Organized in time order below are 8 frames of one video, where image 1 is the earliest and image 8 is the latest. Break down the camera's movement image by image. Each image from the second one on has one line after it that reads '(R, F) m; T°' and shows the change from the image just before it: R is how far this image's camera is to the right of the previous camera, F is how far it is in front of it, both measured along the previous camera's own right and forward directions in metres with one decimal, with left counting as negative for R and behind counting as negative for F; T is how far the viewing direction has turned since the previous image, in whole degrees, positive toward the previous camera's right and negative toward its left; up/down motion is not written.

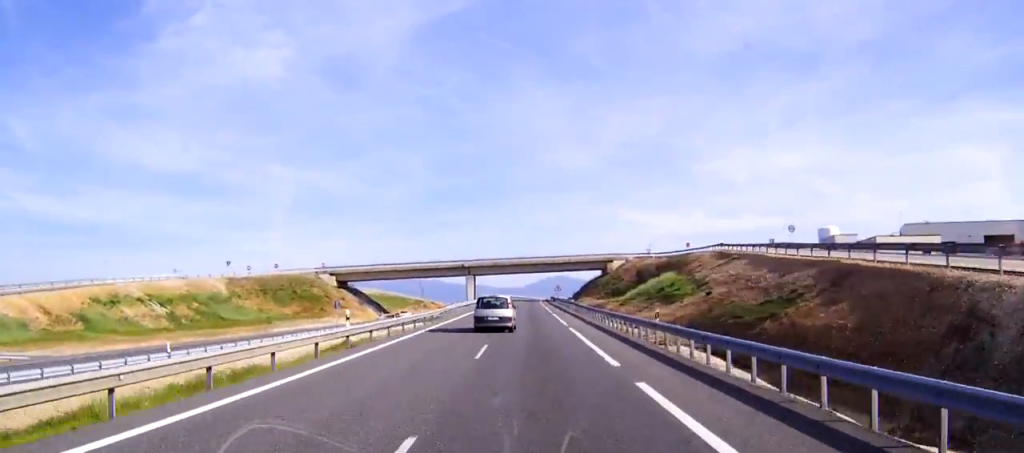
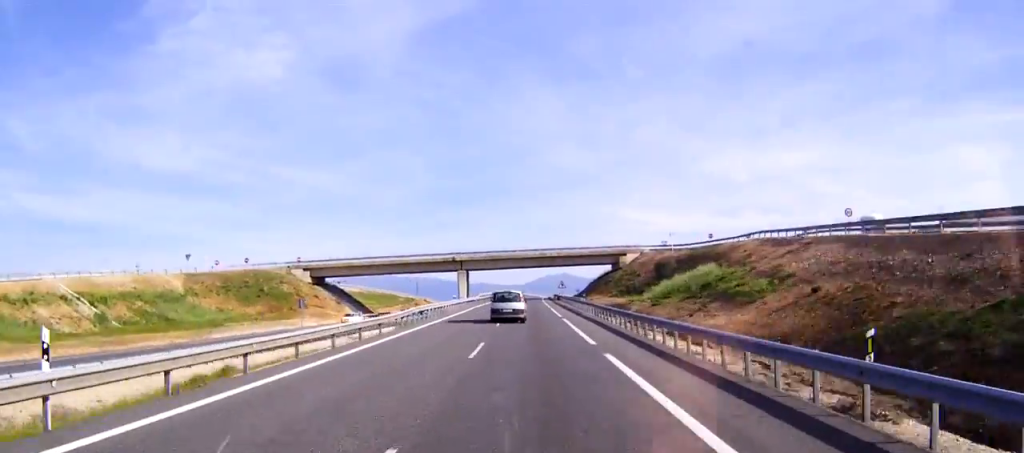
(0.0, +17.9) m; 0°
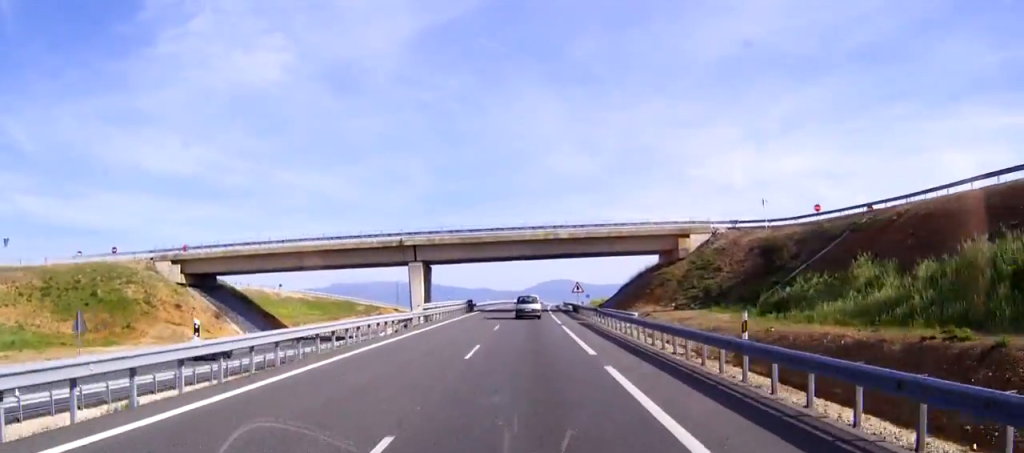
(+0.1, +49.8) m; 0°
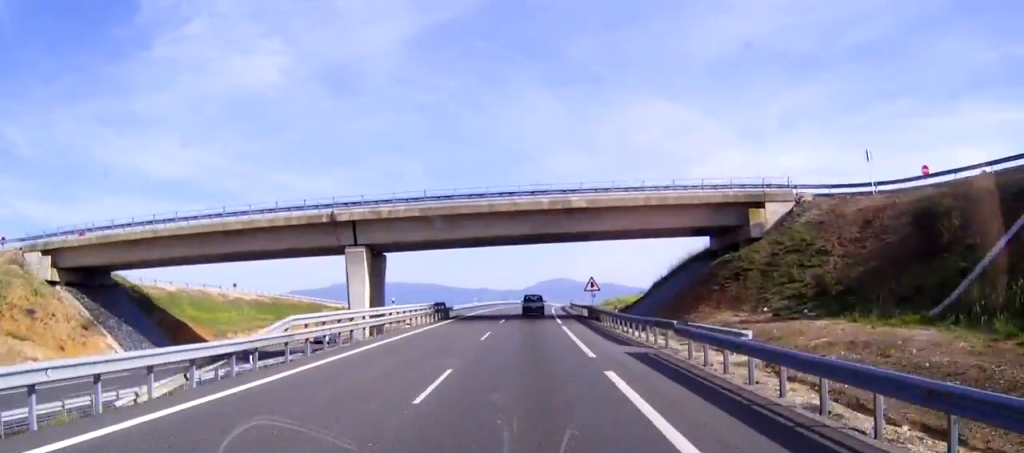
(0.0, +25.2) m; 0°
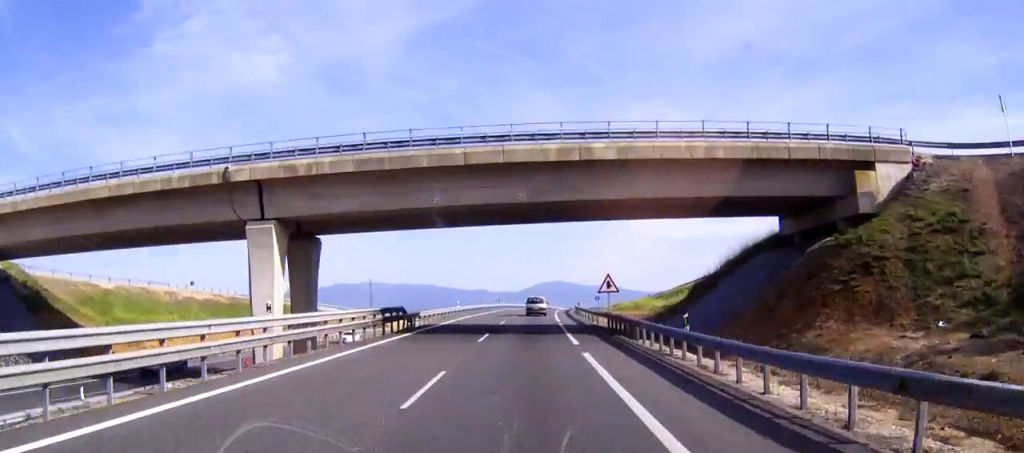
(0.0, +17.6) m; 0°
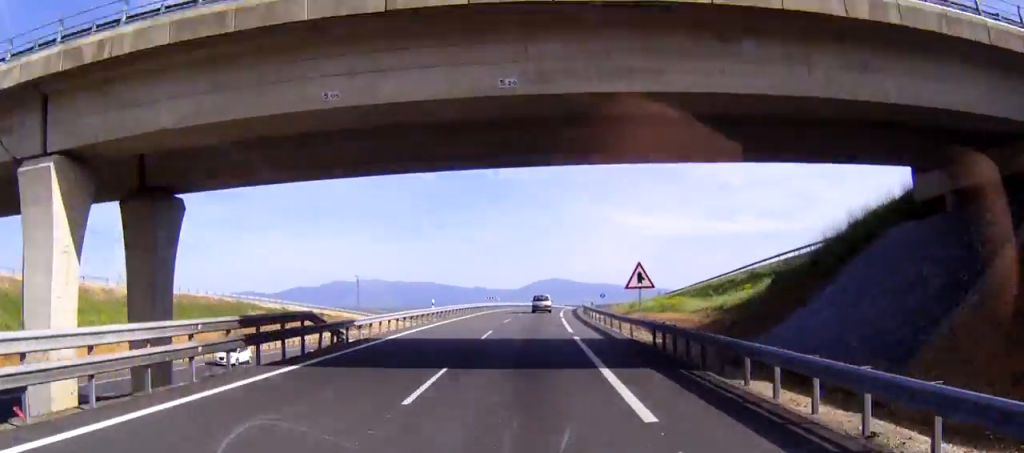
(-0.1, +16.7) m; +1°
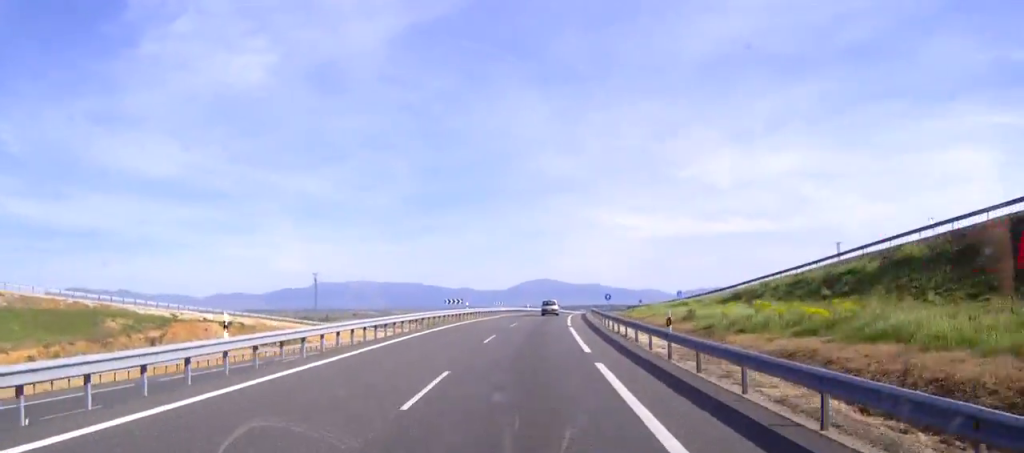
(+0.5, +34.0) m; +1°
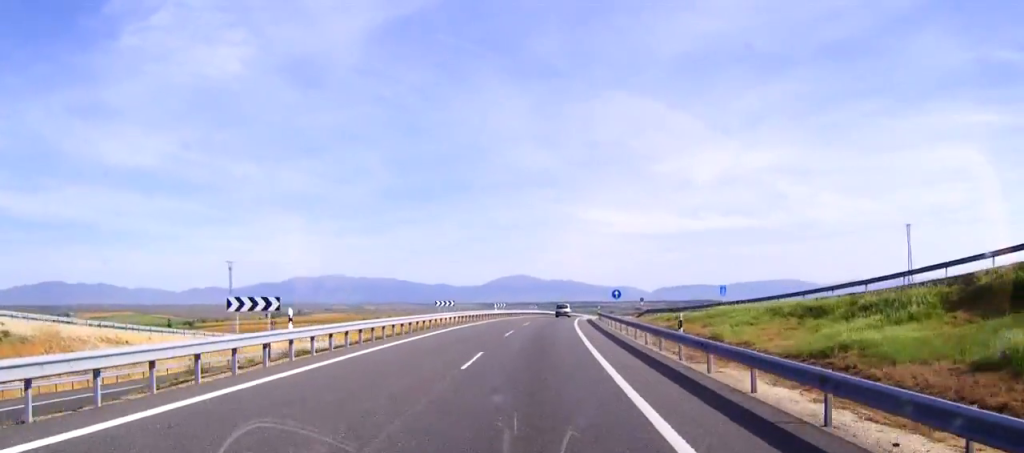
(+0.1, +43.7) m; +1°
